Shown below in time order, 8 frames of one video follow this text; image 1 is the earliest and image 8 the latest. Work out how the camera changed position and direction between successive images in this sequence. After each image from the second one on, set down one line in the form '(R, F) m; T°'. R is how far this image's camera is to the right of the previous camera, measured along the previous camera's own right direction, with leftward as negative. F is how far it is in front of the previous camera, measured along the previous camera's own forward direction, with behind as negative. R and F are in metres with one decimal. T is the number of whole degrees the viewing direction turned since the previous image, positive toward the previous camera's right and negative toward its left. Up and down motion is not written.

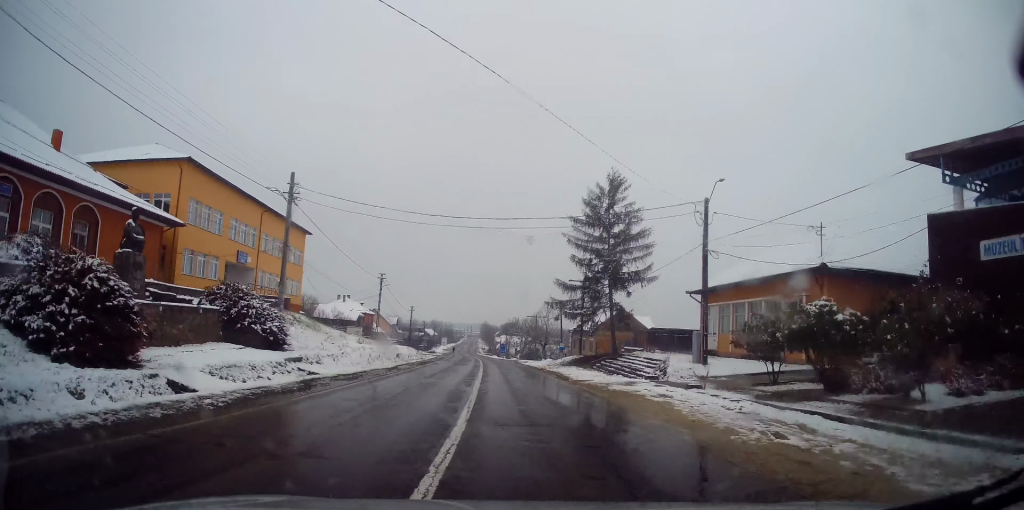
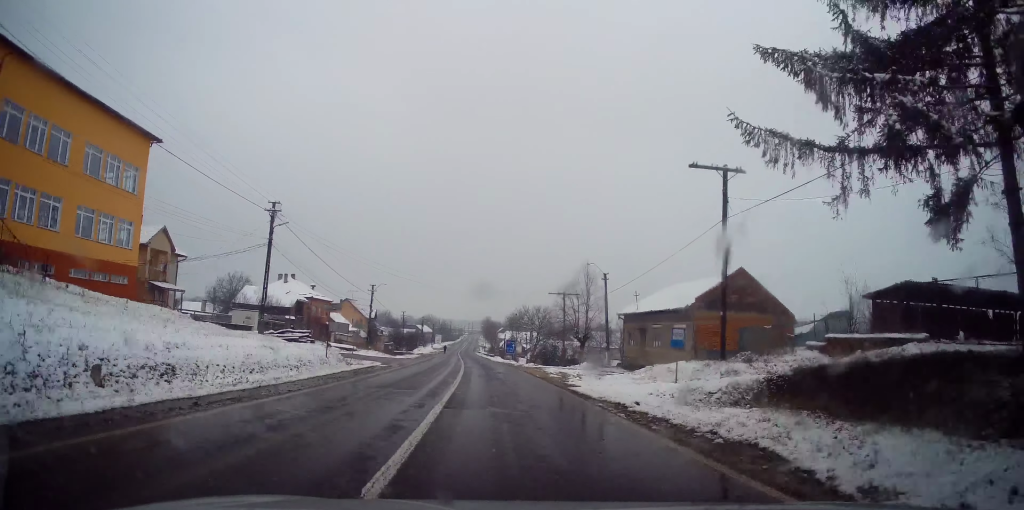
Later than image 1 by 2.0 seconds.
(0.0, +33.1) m; -2°
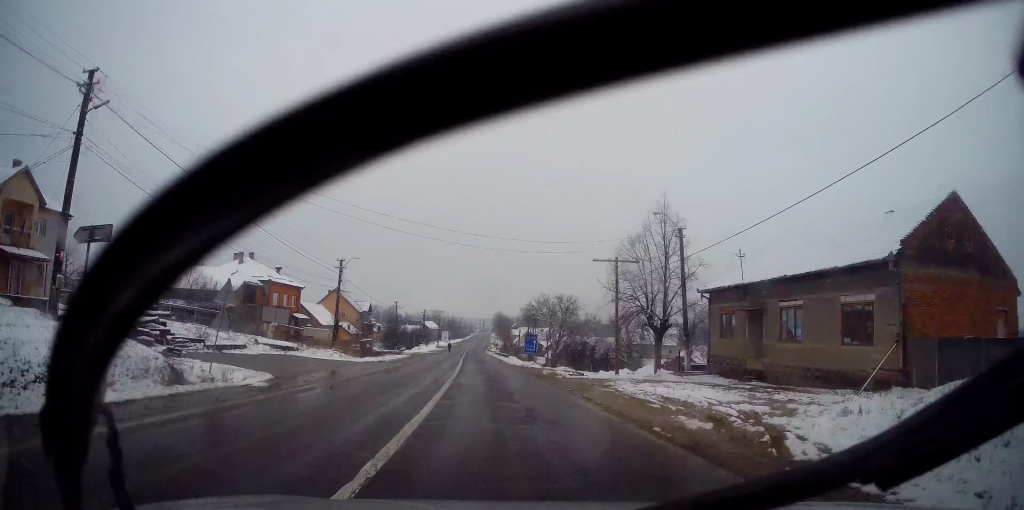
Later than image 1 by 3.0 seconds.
(-0.5, +17.5) m; -2°
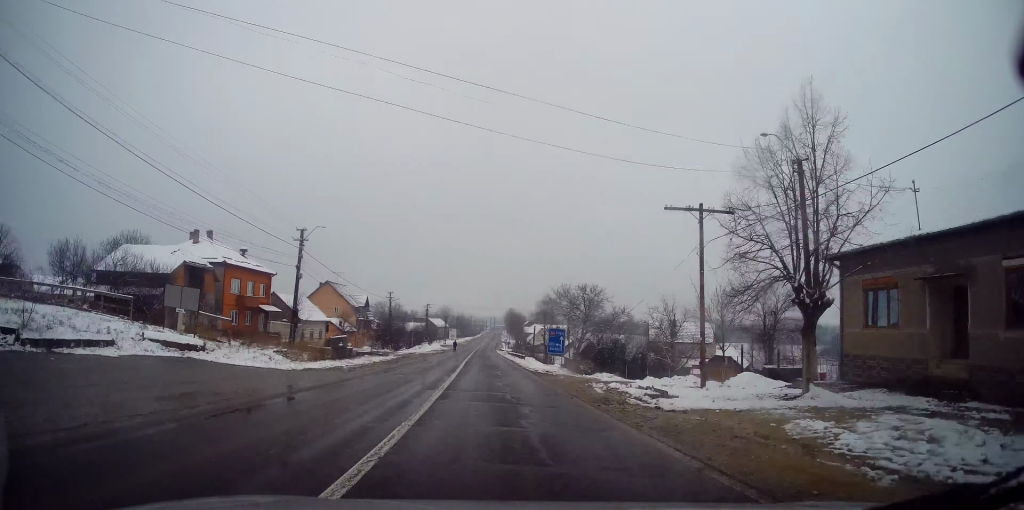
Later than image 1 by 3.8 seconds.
(0.0, +12.0) m; 0°
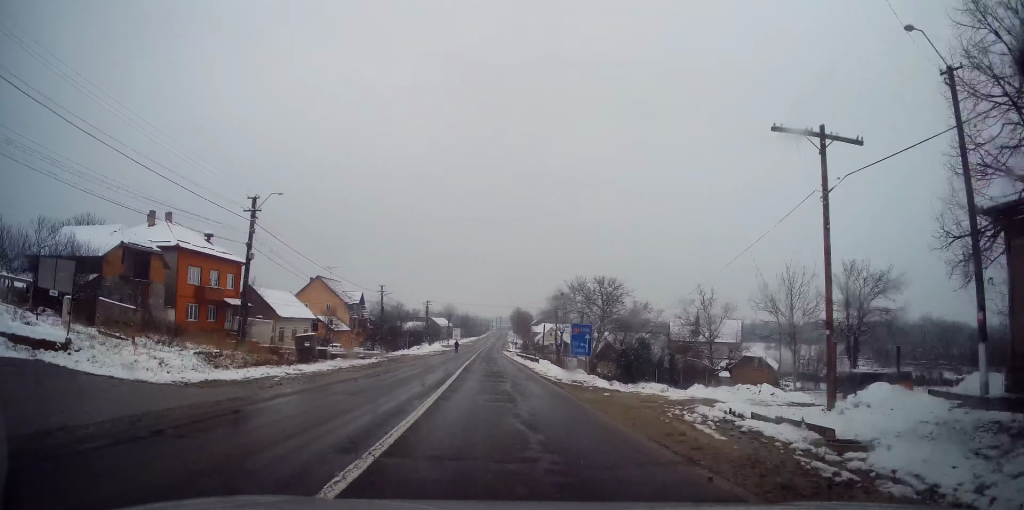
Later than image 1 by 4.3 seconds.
(0.0, +8.0) m; 0°
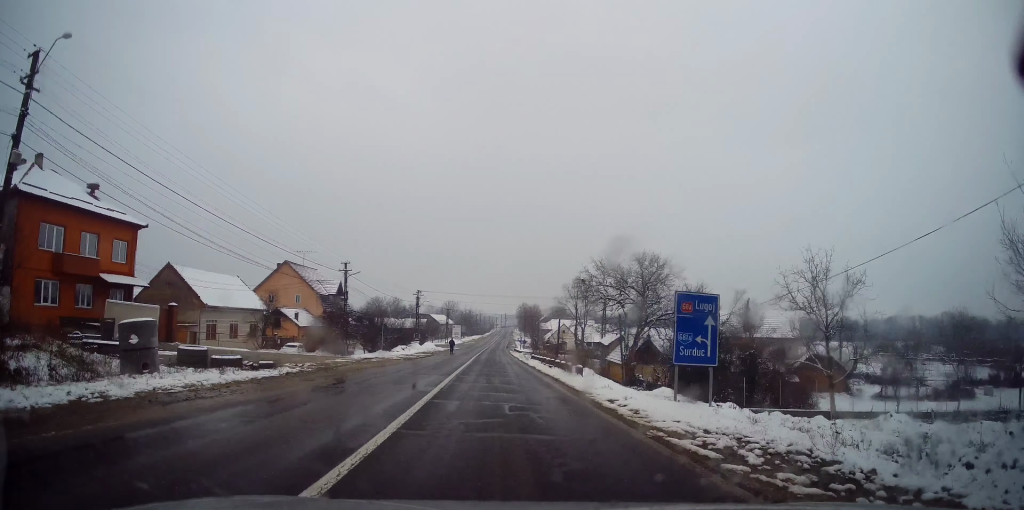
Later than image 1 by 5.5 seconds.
(0.0, +16.3) m; 0°
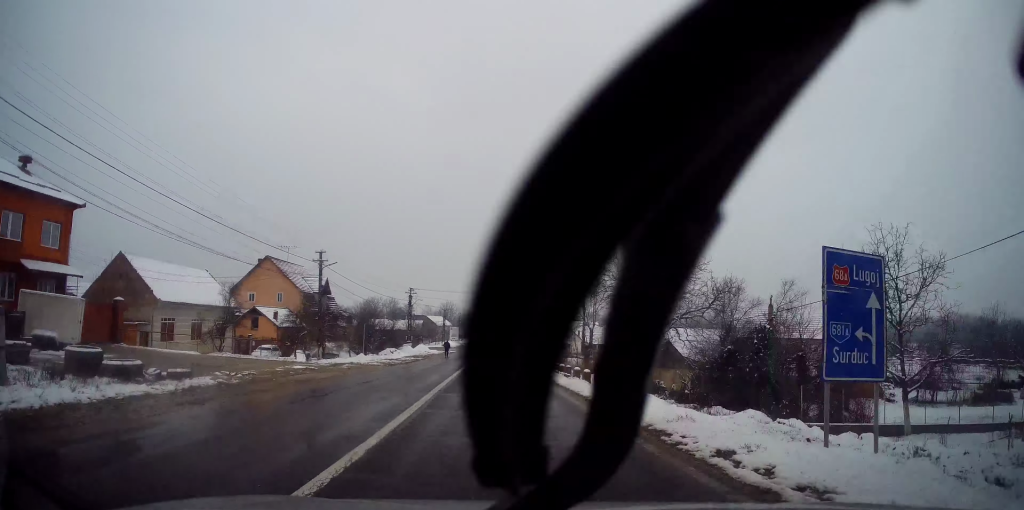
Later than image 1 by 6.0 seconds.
(0.0, +6.9) m; 0°
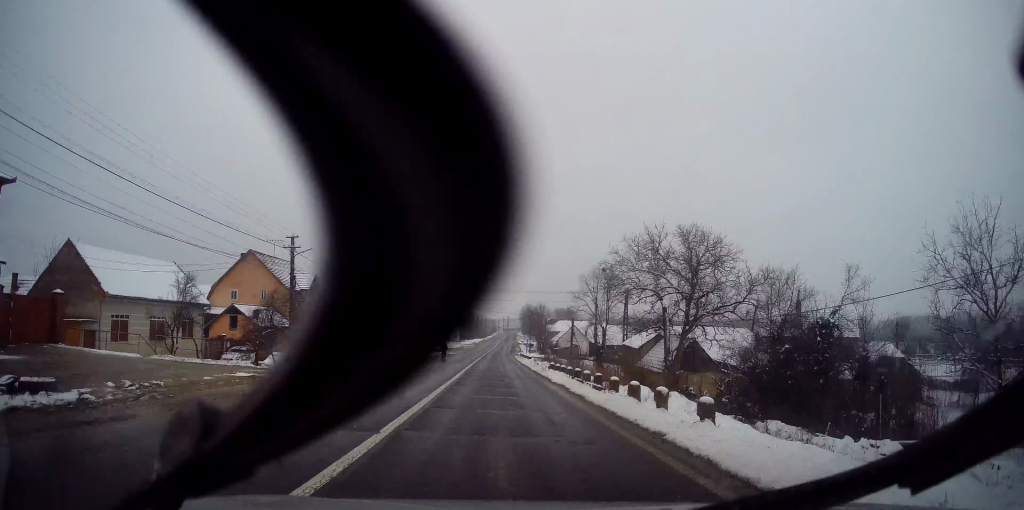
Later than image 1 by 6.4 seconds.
(0.0, +6.3) m; -1°
